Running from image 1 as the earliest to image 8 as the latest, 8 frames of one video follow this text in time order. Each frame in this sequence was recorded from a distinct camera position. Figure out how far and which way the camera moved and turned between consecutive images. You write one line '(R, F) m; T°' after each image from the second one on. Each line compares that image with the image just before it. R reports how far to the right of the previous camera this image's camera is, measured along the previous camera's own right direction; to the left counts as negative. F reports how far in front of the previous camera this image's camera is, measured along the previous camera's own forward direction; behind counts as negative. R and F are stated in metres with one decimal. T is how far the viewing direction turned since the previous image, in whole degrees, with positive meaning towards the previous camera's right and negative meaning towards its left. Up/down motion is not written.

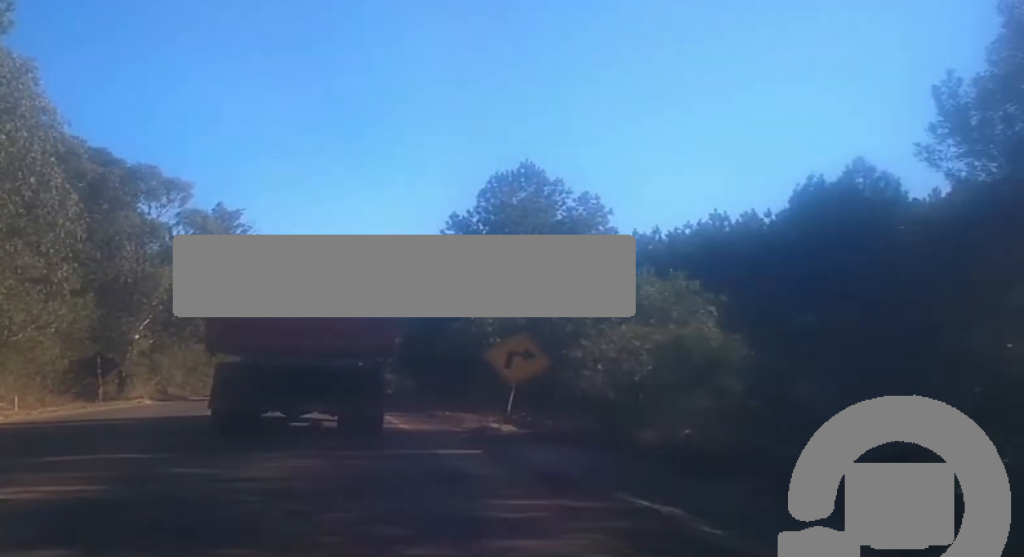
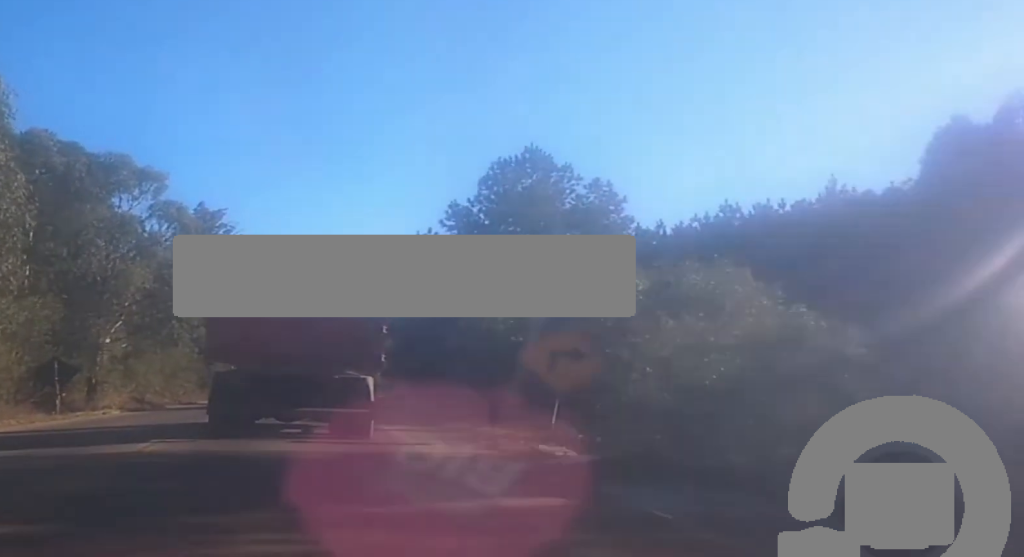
(+0.1, +4.8) m; +1°
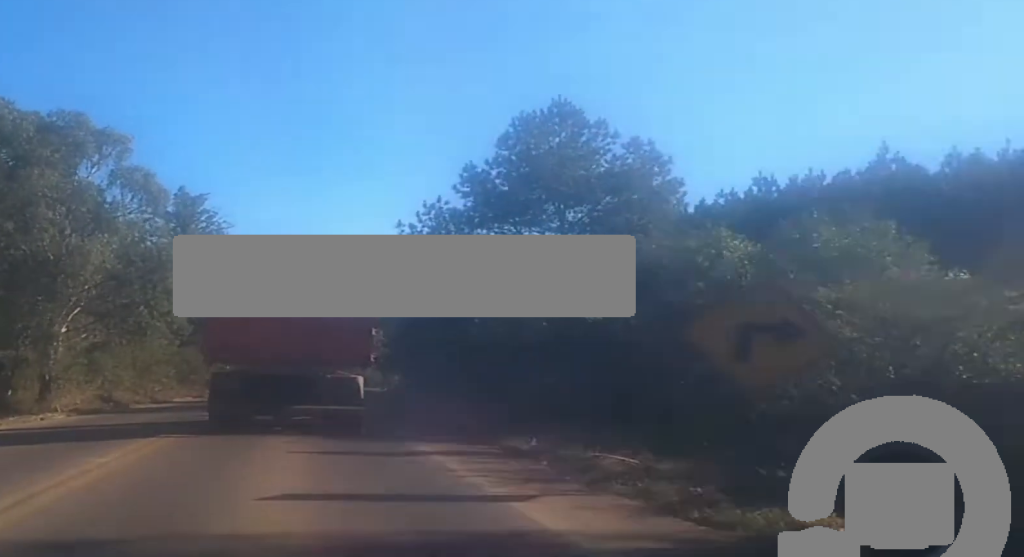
(0.0, +7.7) m; -1°
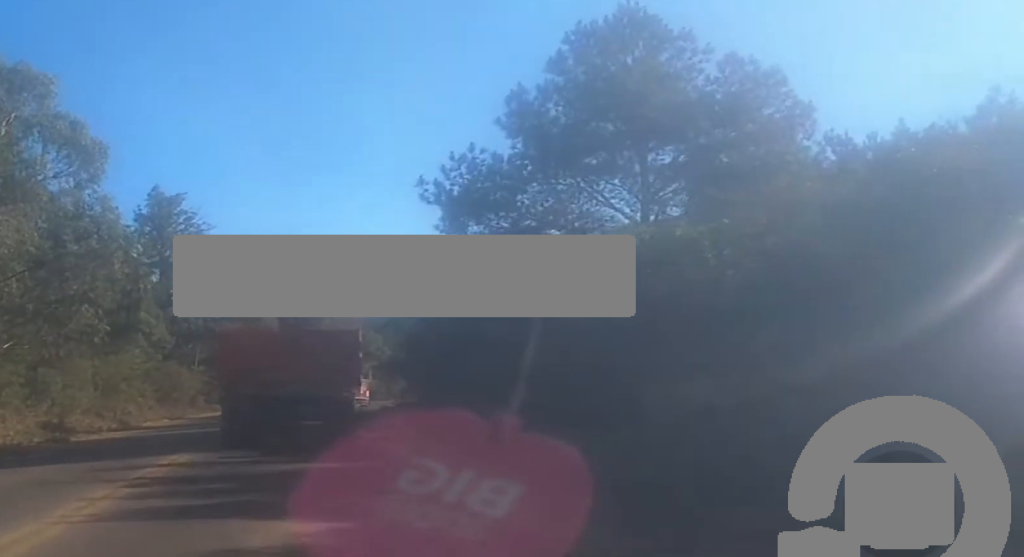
(-0.3, +12.6) m; -2°
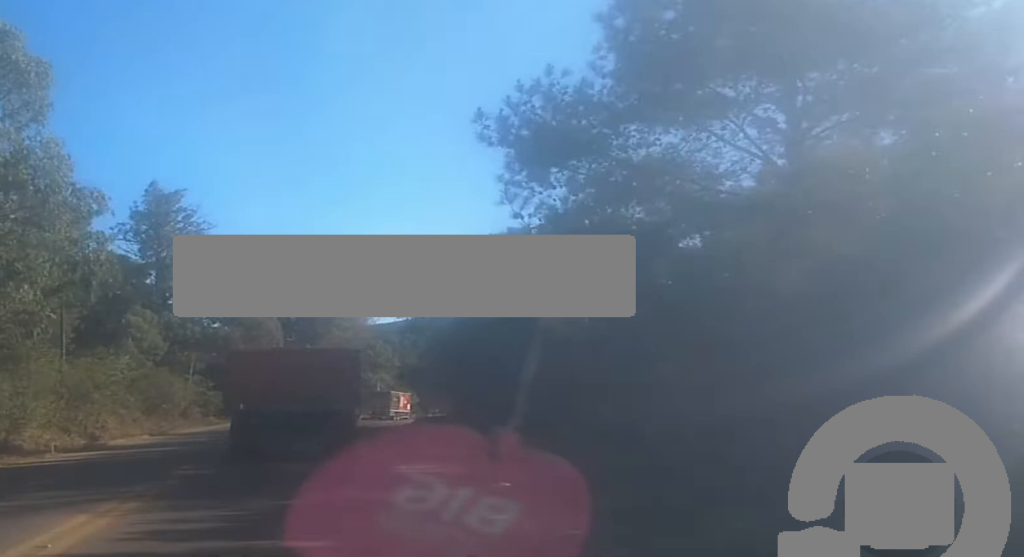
(-0.1, +10.1) m; 0°
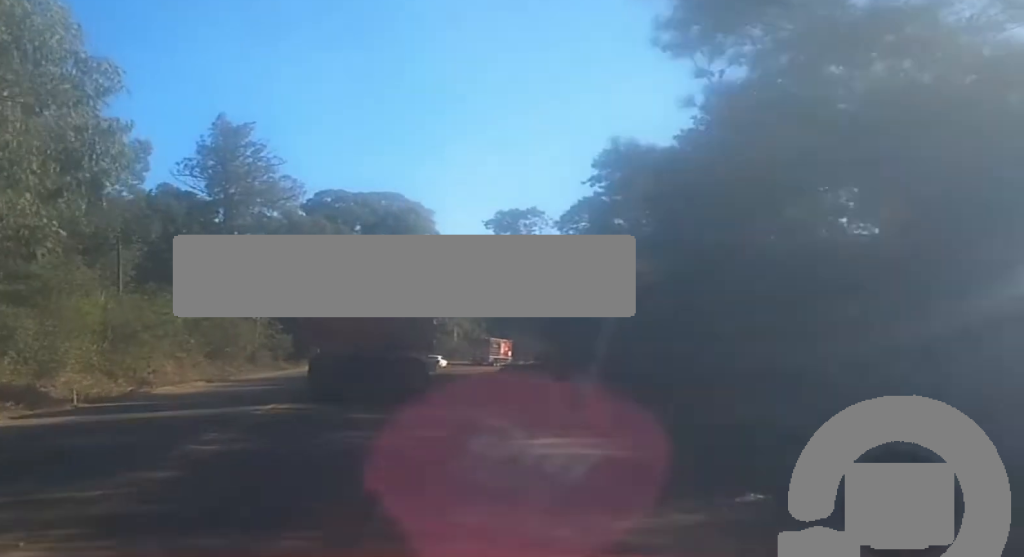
(0.0, +6.8) m; +1°
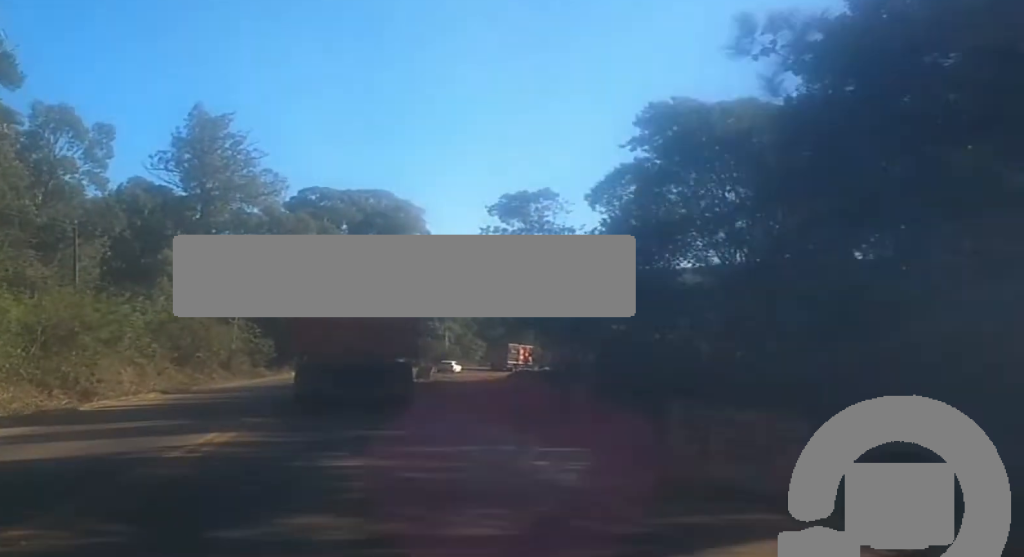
(+0.2, +7.5) m; 0°
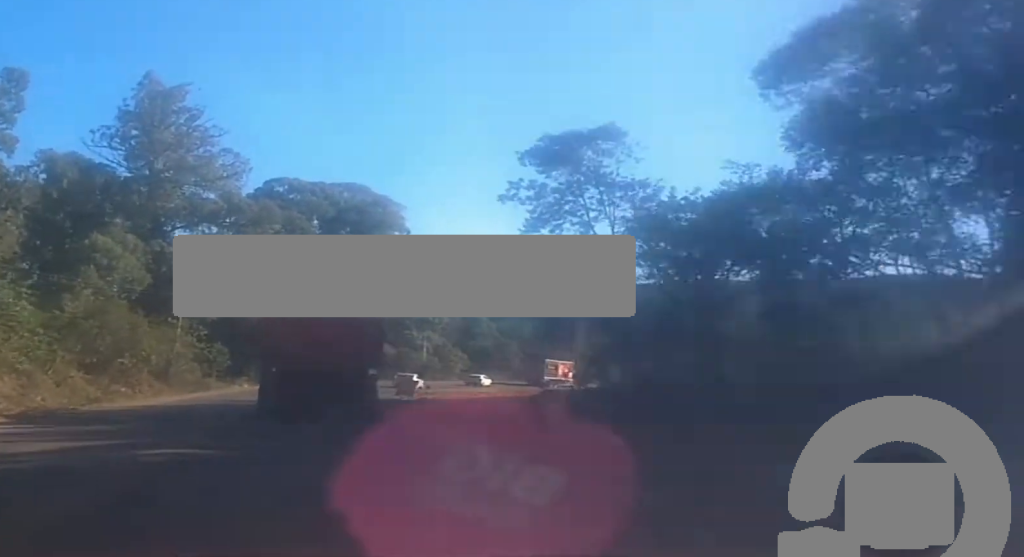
(-0.1, +14.7) m; 0°
